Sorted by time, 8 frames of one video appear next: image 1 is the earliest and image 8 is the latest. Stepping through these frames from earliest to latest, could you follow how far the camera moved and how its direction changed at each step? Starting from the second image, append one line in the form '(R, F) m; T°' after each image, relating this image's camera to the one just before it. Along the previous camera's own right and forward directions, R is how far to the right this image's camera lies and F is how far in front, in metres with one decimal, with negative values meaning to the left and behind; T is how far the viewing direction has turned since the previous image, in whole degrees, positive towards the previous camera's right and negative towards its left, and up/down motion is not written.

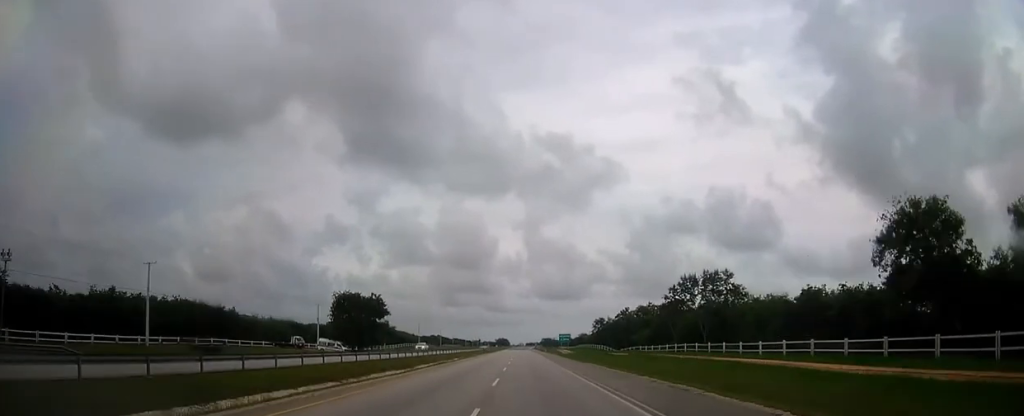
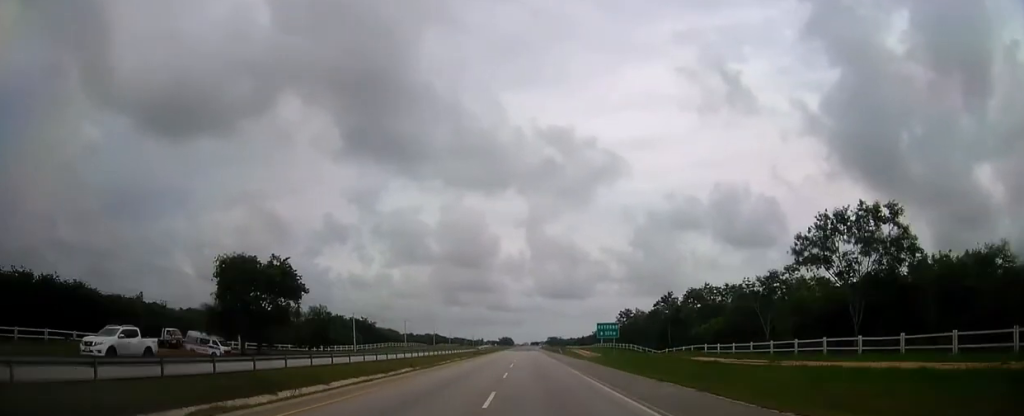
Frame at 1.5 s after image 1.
(0.0, +43.4) m; 0°
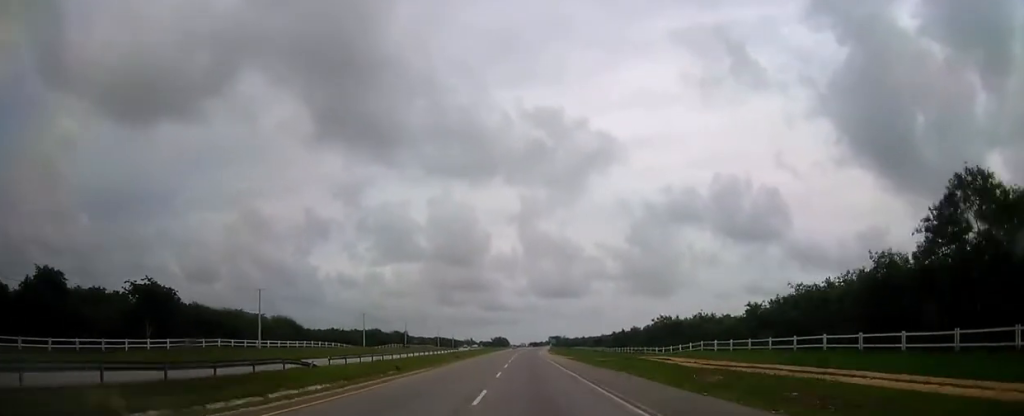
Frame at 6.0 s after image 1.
(+0.3, +130.7) m; 0°
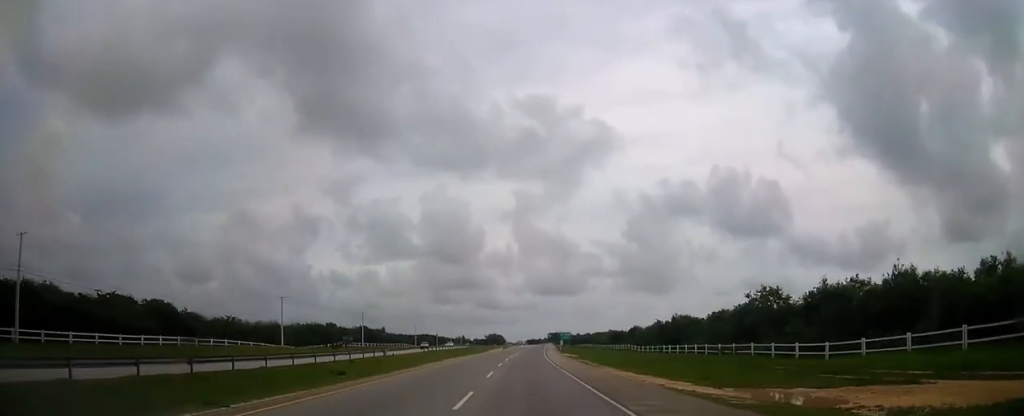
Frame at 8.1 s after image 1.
(+0.1, +60.8) m; 0°
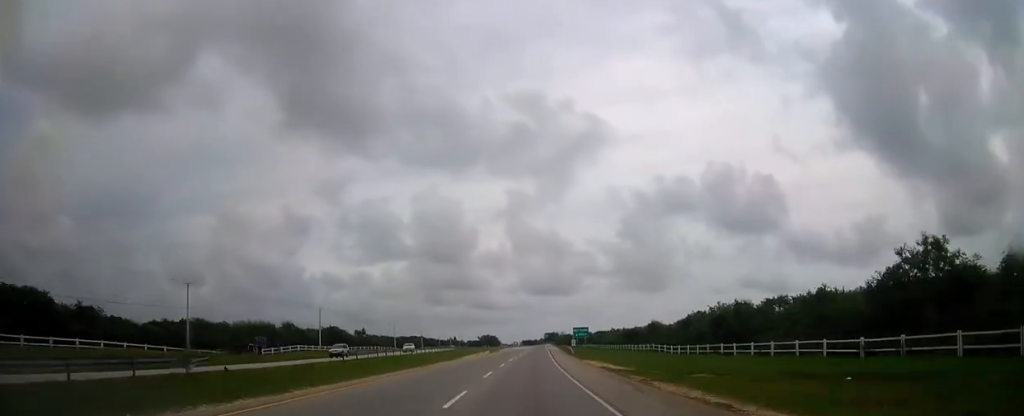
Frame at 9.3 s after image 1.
(0.0, +35.0) m; 0°
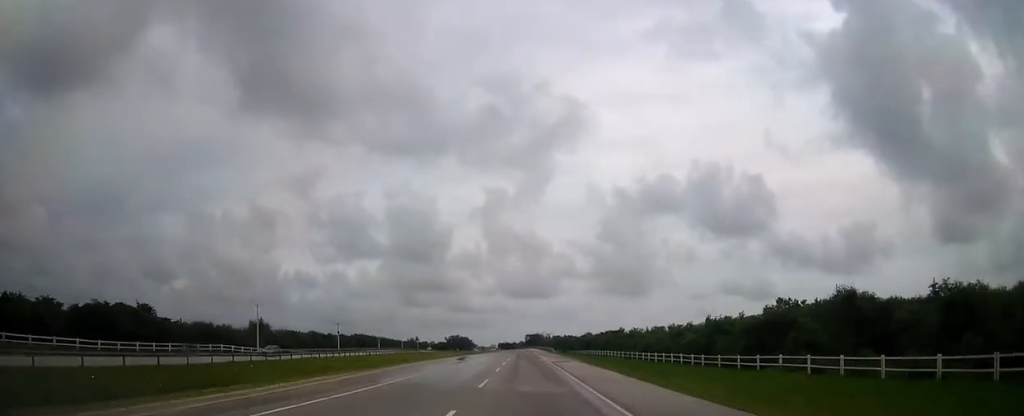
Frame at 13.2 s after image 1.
(+1.5, +113.4) m; +1°
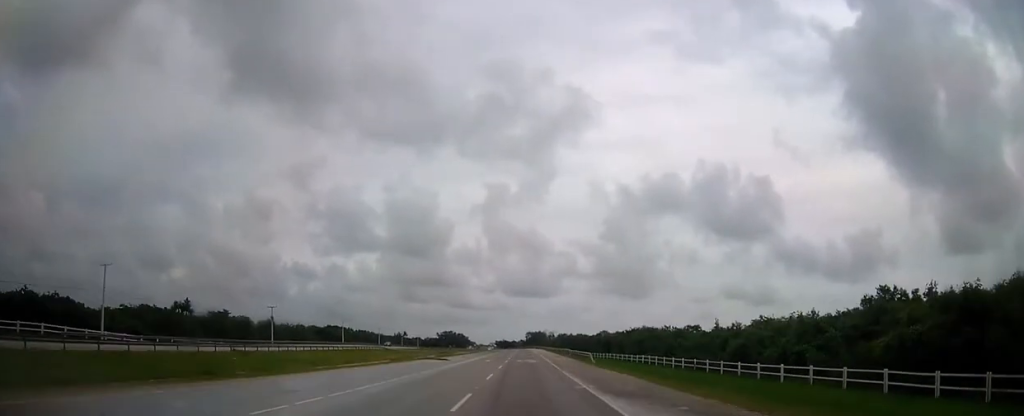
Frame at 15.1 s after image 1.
(+0.1, +55.6) m; 0°
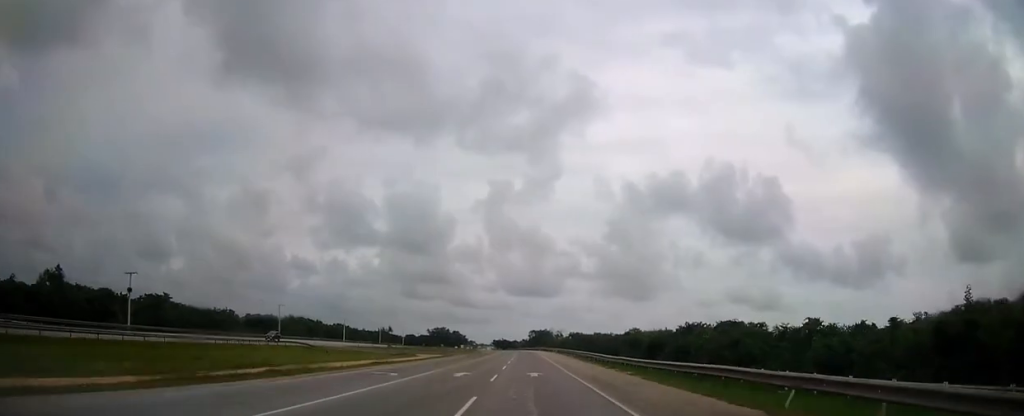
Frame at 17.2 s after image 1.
(0.0, +61.4) m; 0°
